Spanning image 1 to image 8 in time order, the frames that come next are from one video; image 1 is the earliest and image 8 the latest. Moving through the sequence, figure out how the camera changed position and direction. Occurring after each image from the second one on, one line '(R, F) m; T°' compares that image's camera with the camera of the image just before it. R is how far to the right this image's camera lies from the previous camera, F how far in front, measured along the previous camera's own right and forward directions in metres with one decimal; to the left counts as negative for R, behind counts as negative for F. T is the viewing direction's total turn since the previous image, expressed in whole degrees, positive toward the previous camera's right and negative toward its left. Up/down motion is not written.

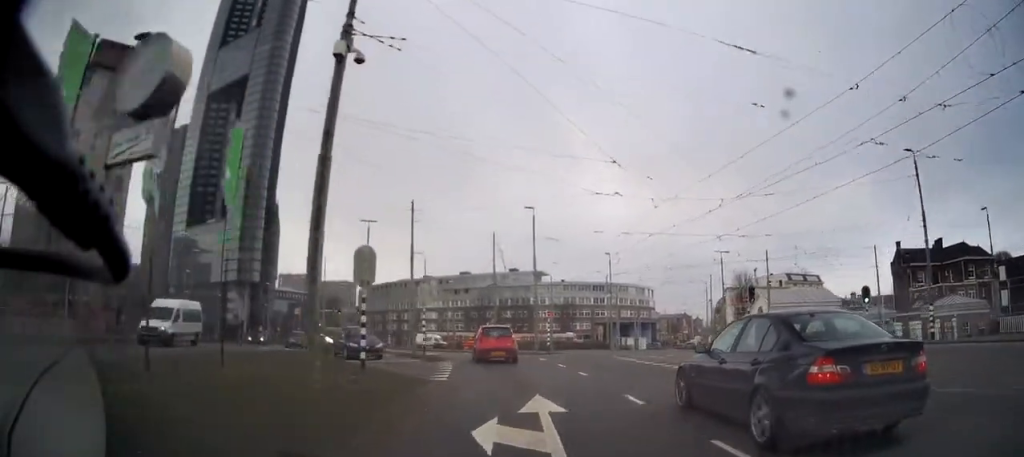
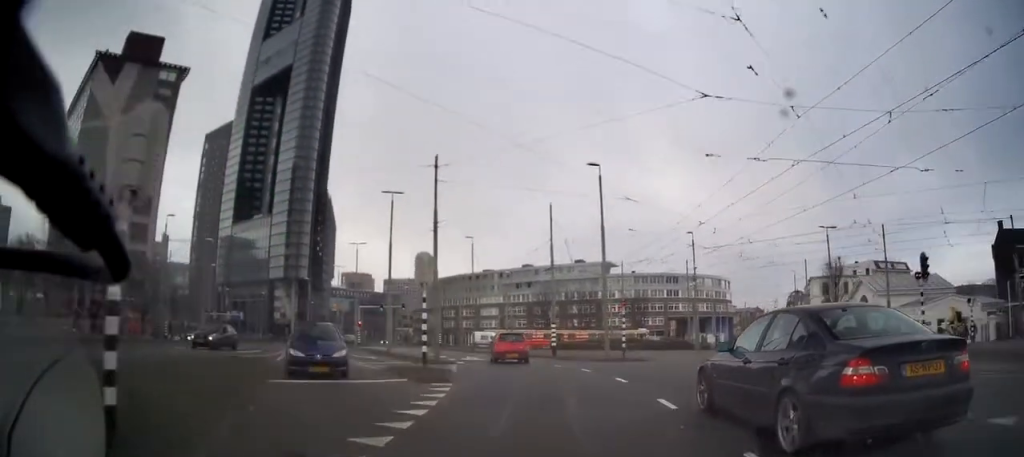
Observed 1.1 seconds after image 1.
(-0.2, +7.9) m; -9°
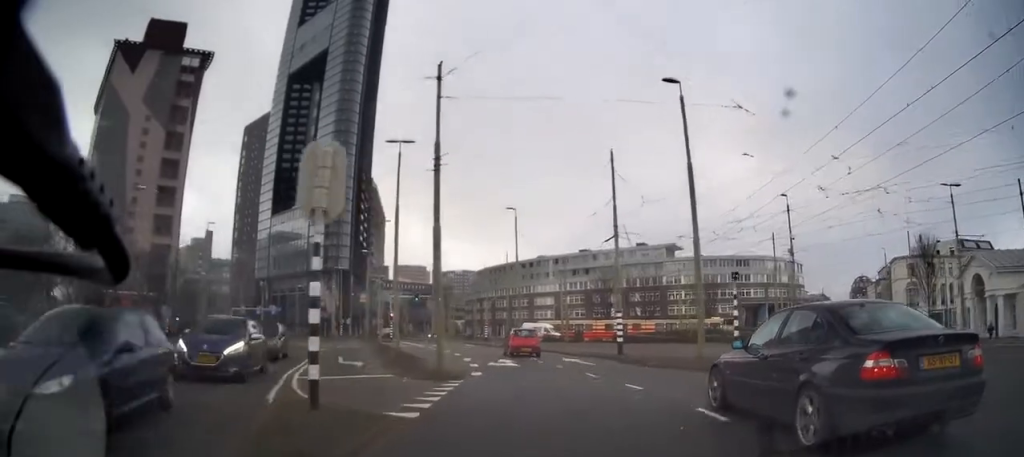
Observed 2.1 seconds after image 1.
(-0.8, +8.3) m; -10°
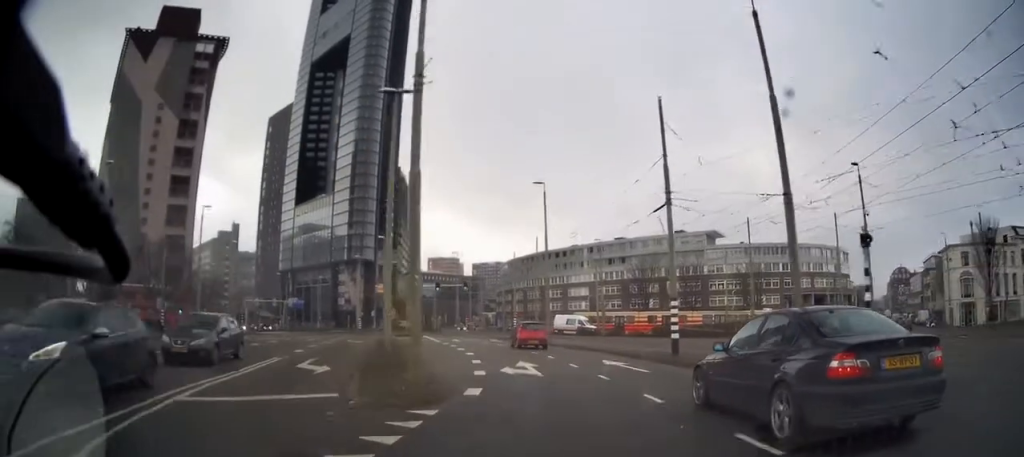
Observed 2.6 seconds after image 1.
(-0.3, +5.5) m; -3°
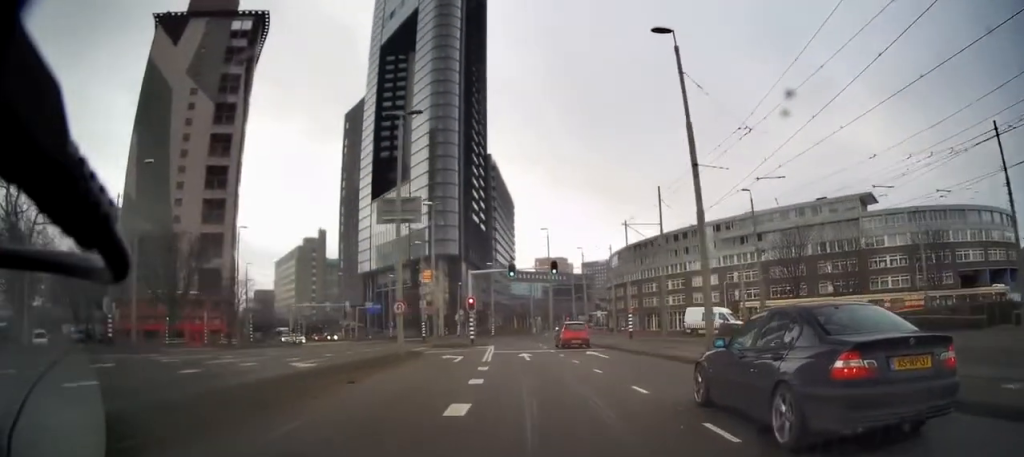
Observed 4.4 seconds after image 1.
(-0.6, +18.8) m; -4°
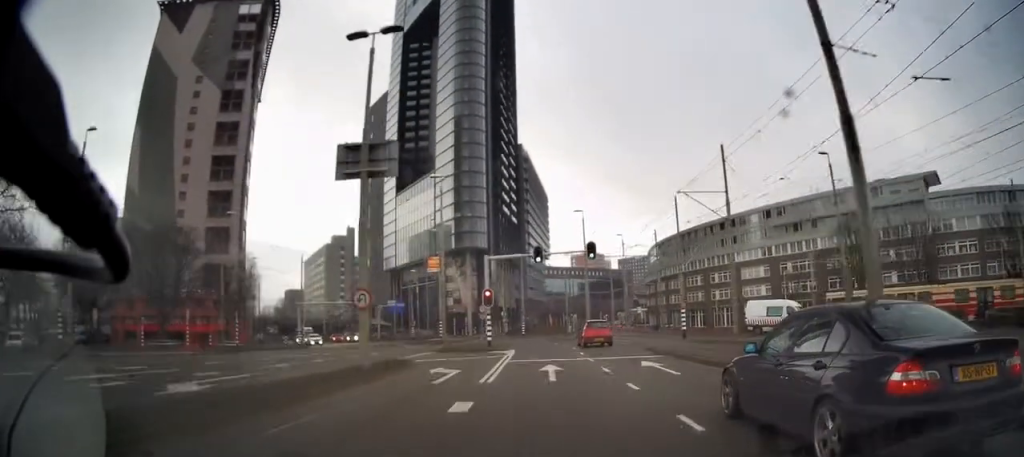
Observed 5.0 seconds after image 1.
(0.0, +7.2) m; -2°
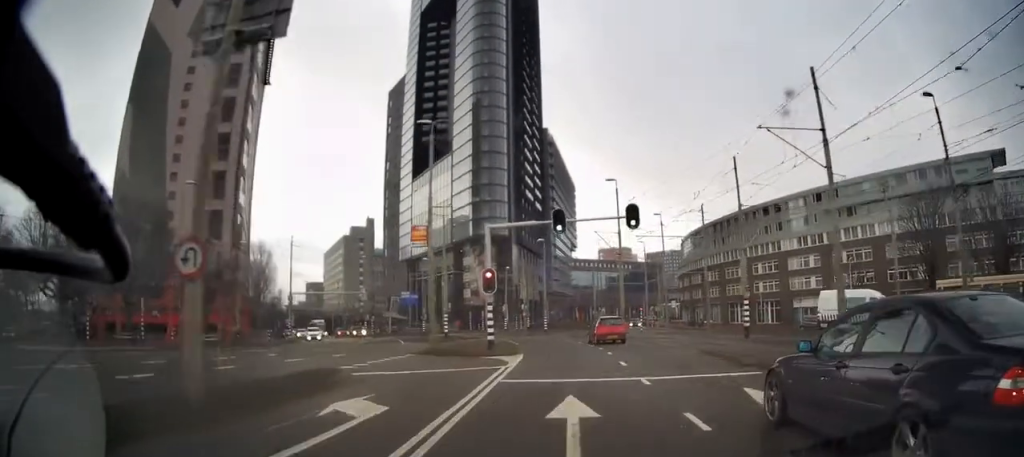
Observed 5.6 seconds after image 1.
(-0.2, +8.2) m; -2°
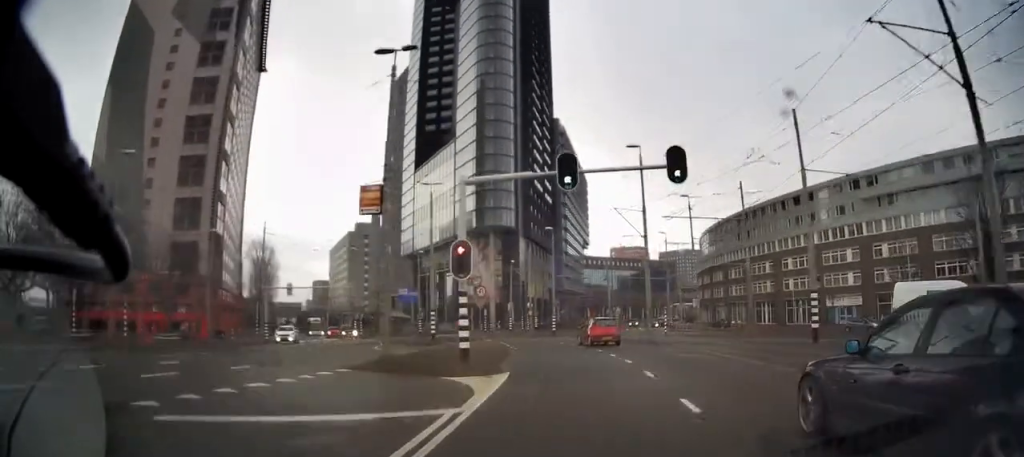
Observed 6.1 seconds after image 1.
(-0.1, +6.8) m; -2°
